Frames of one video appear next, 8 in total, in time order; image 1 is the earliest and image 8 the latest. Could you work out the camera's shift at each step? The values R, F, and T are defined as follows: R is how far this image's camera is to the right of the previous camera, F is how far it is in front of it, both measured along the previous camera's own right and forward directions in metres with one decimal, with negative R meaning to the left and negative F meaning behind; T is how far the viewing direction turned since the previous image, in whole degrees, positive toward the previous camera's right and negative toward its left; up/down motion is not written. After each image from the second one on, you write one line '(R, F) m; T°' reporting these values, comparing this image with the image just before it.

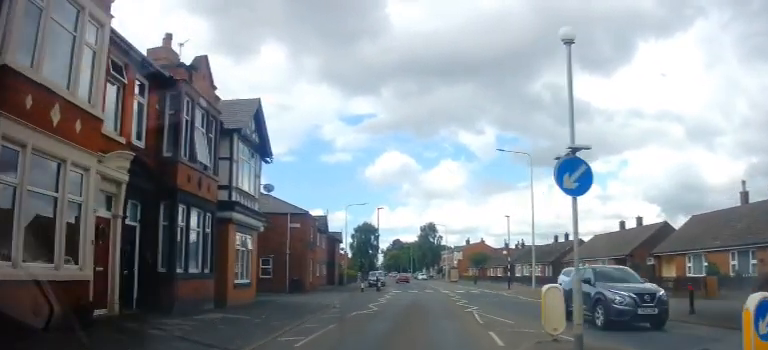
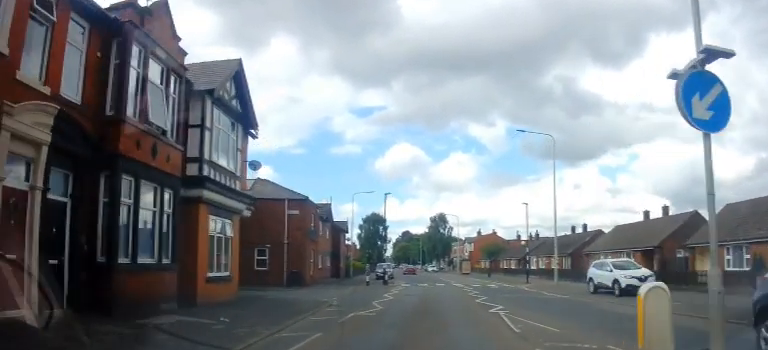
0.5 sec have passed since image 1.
(0.0, +3.3) m; 0°
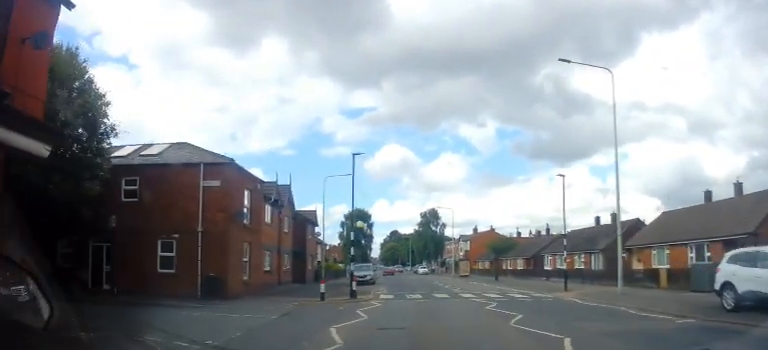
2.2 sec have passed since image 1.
(-0.5, +11.3) m; -2°
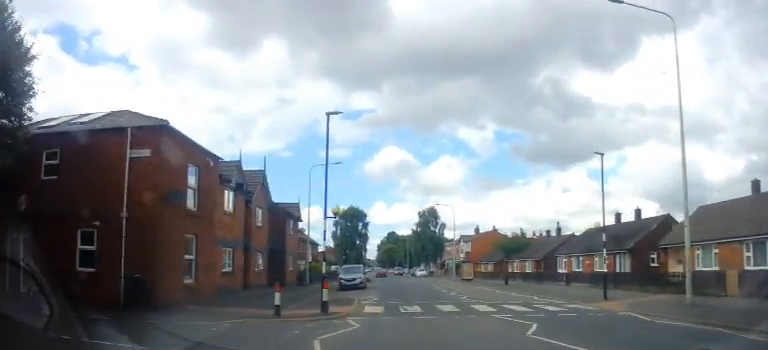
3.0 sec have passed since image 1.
(+0.1, +5.3) m; +2°
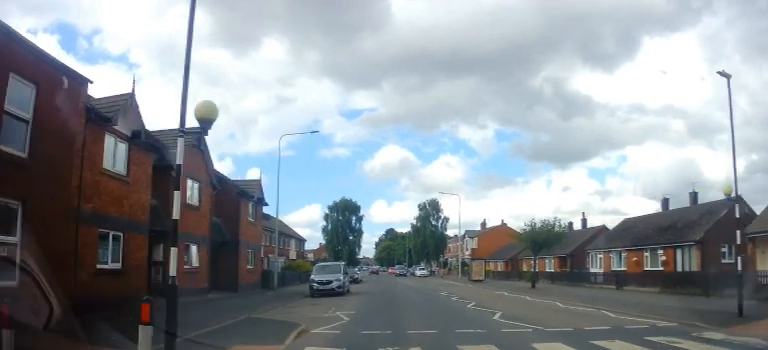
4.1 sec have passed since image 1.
(+0.2, +8.7) m; +2°
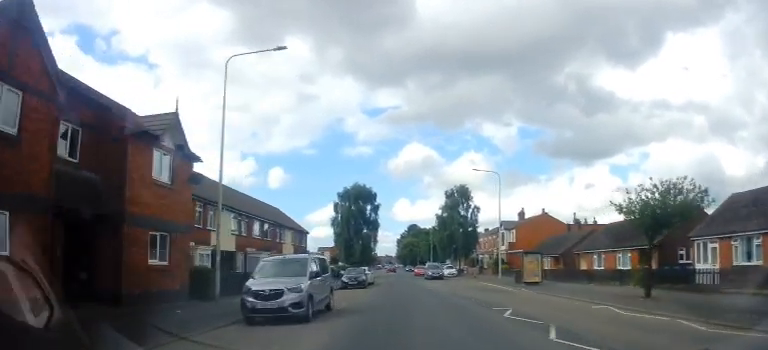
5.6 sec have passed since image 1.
(-0.2, +12.1) m; -3°
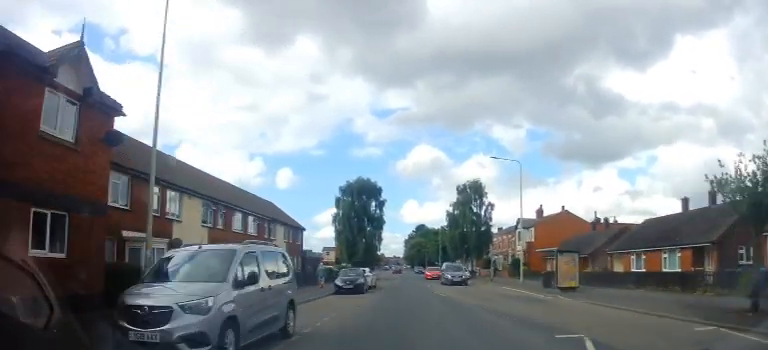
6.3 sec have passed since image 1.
(-0.2, +5.7) m; -2°
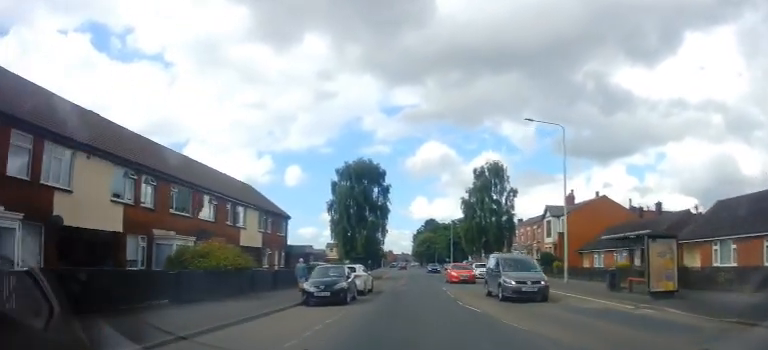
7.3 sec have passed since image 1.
(-0.1, +9.5) m; 0°
